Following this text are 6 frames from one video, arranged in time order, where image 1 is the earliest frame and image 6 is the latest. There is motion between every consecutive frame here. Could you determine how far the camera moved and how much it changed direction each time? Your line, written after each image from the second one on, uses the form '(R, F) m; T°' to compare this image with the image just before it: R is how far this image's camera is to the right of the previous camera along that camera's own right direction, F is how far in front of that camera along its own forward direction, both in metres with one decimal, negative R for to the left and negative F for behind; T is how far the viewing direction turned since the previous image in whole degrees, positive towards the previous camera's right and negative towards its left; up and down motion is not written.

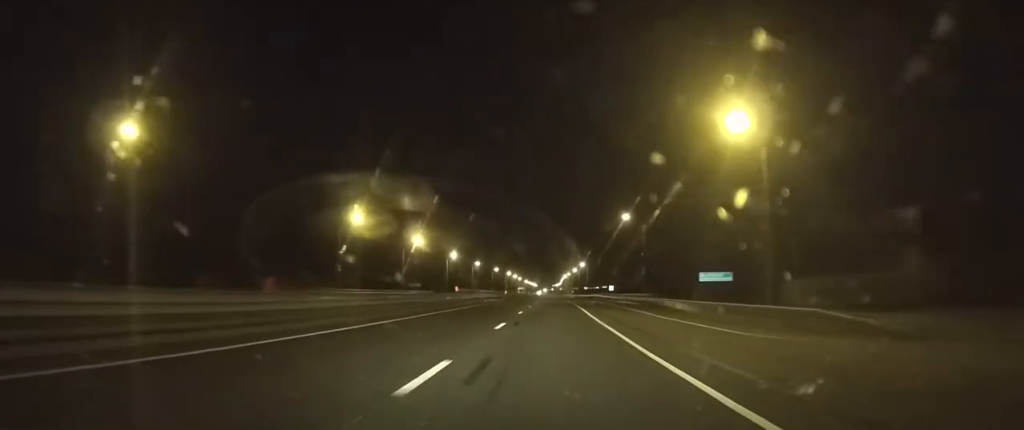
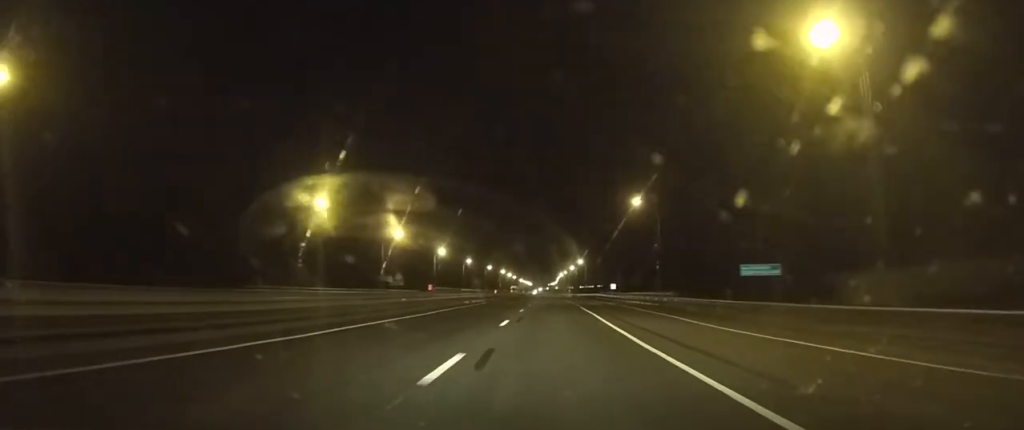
(0.0, +10.5) m; 0°
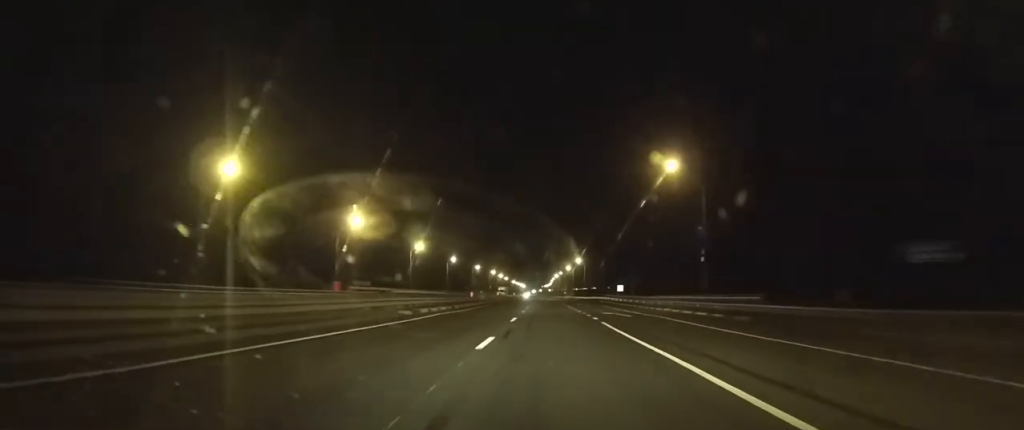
(0.0, +18.6) m; 0°
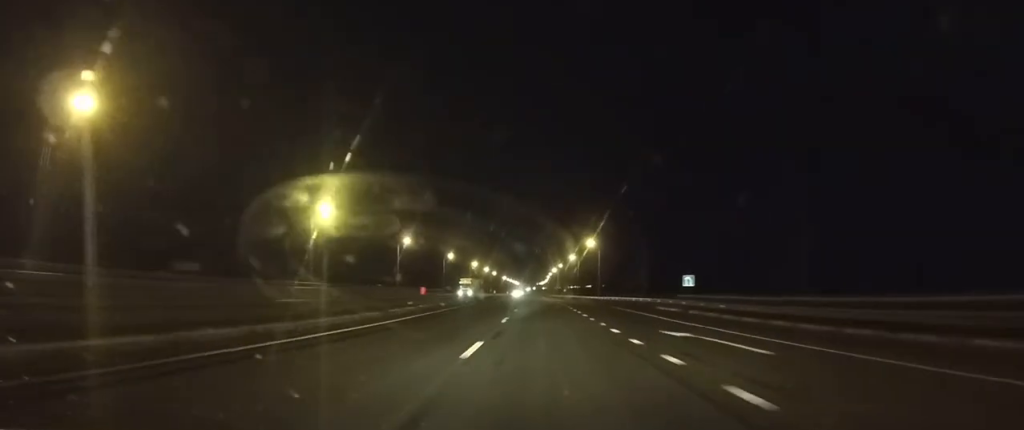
(+0.1, +58.8) m; 0°
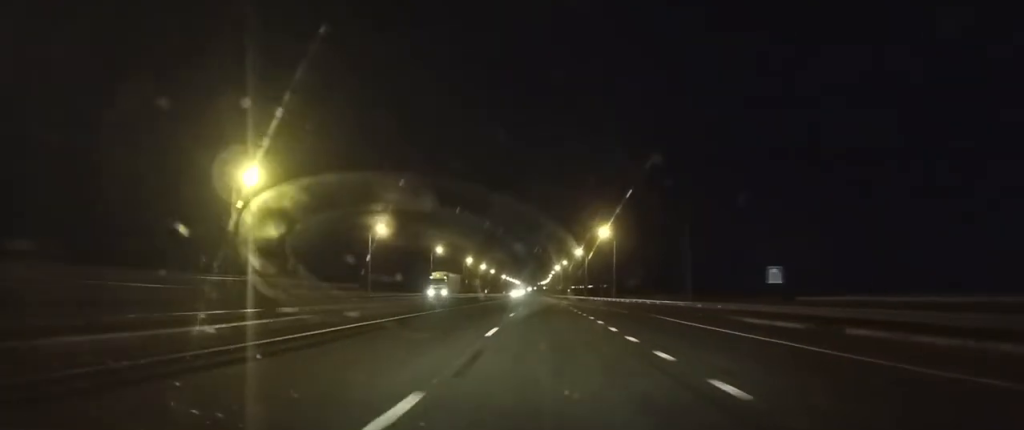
(+0.1, +22.3) m; 0°
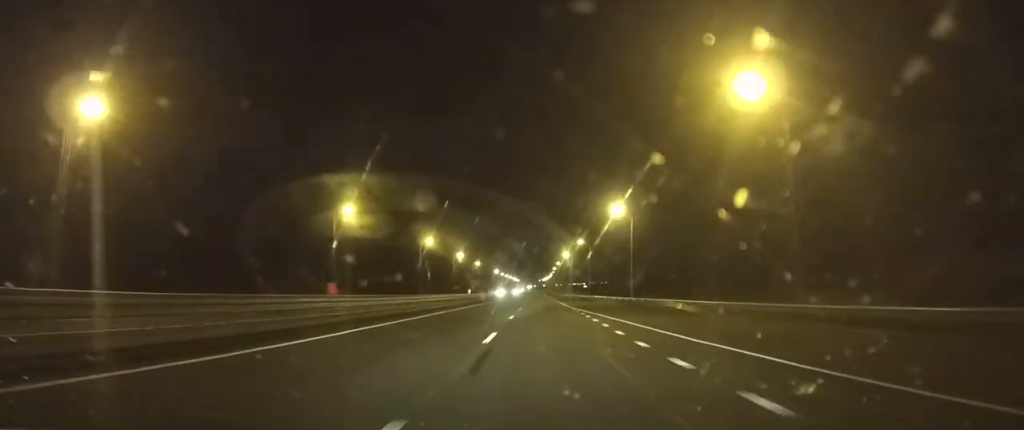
(+0.2, +64.9) m; 0°
